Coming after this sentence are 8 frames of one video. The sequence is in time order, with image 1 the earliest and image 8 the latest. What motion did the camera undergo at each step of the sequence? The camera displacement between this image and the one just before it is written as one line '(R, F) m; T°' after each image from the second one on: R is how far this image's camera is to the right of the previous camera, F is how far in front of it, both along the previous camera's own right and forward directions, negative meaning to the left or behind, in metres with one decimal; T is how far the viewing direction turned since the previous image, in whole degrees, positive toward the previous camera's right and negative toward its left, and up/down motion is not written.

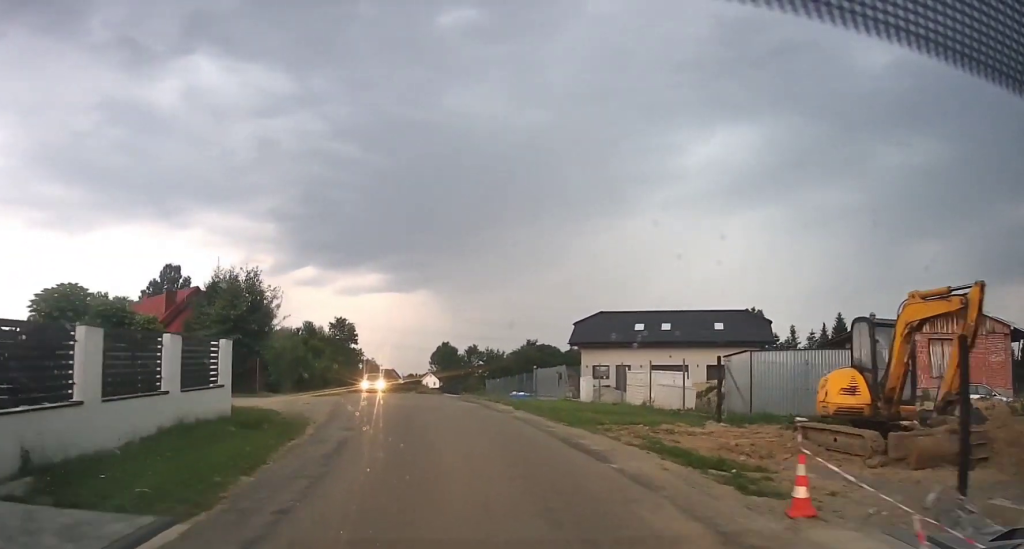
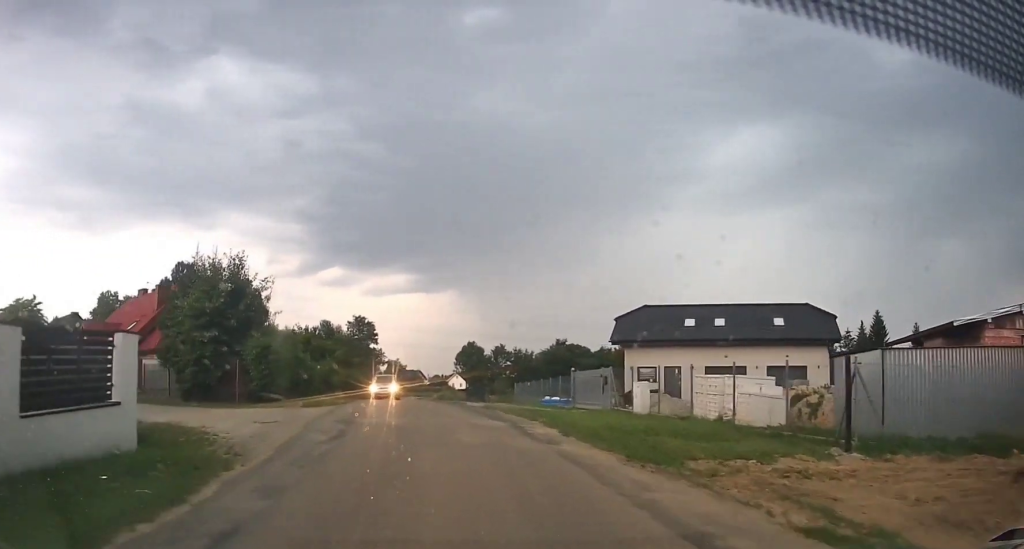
(-0.2, +5.4) m; -3°
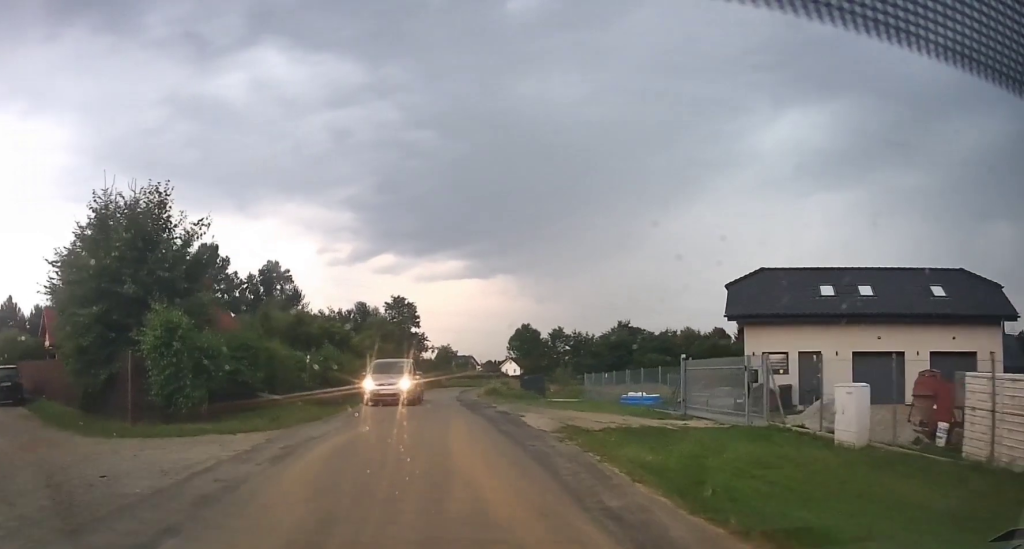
(-0.6, +11.0) m; -7°
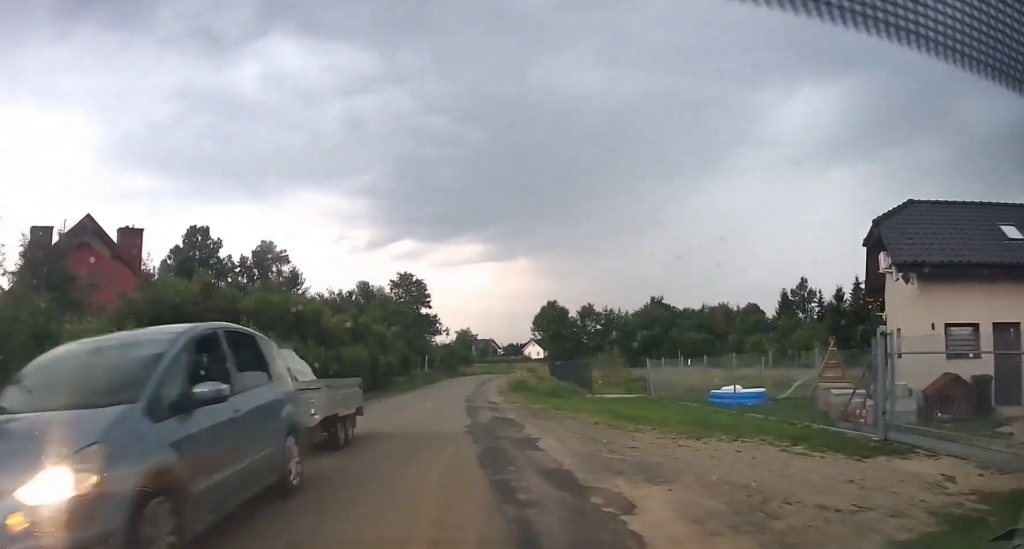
(-0.6, +10.8) m; -4°
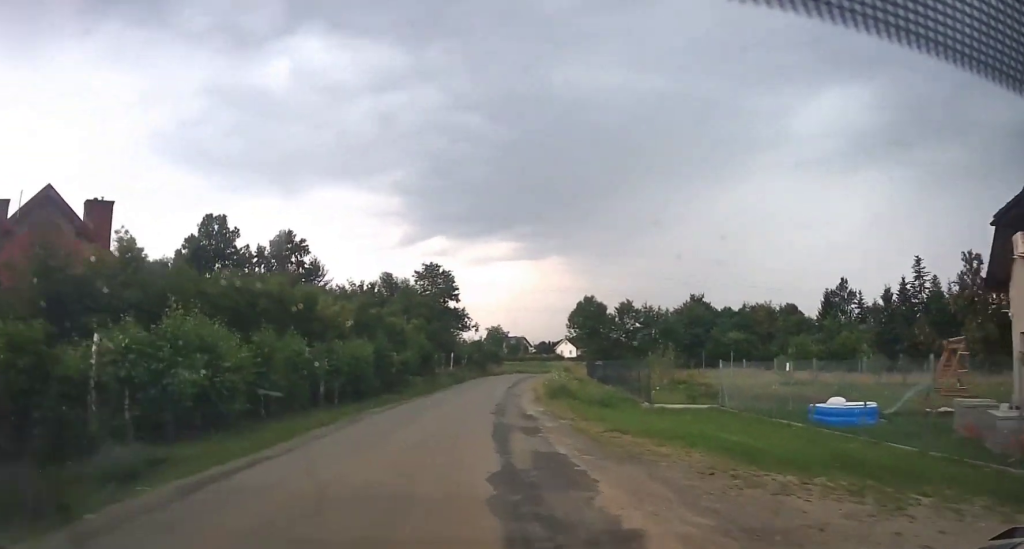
(-0.1, +5.4) m; -1°
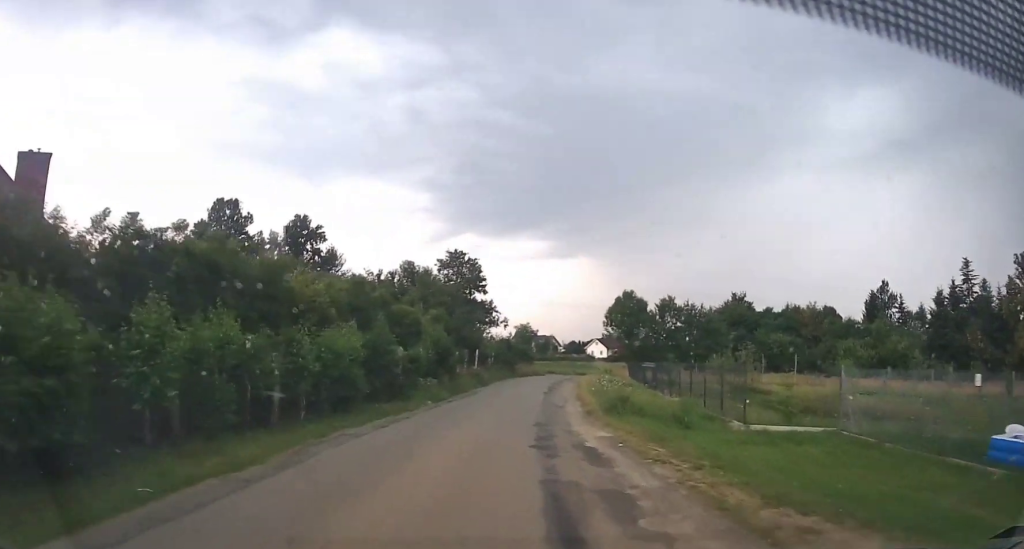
(0.0, +6.8) m; 0°
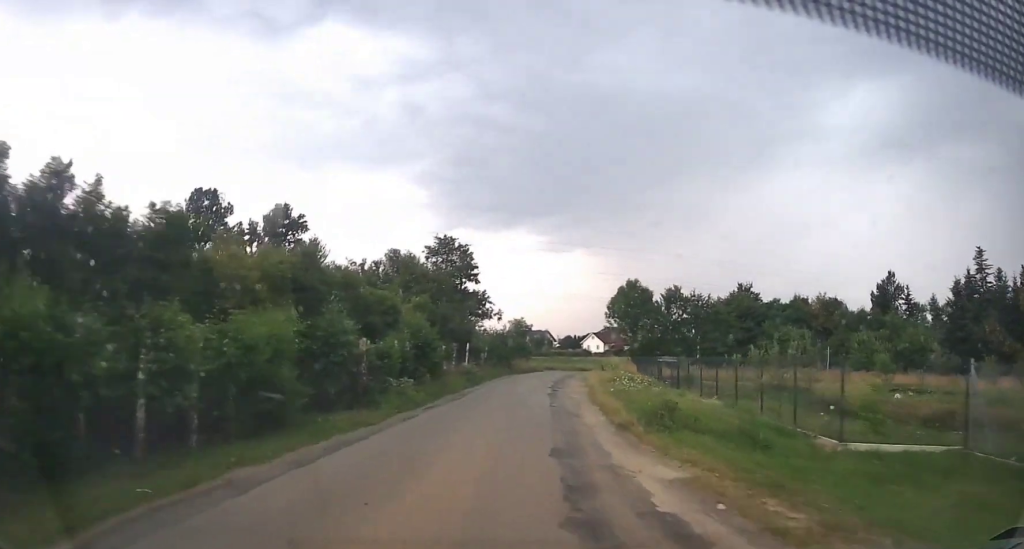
(-0.1, +5.6) m; 0°
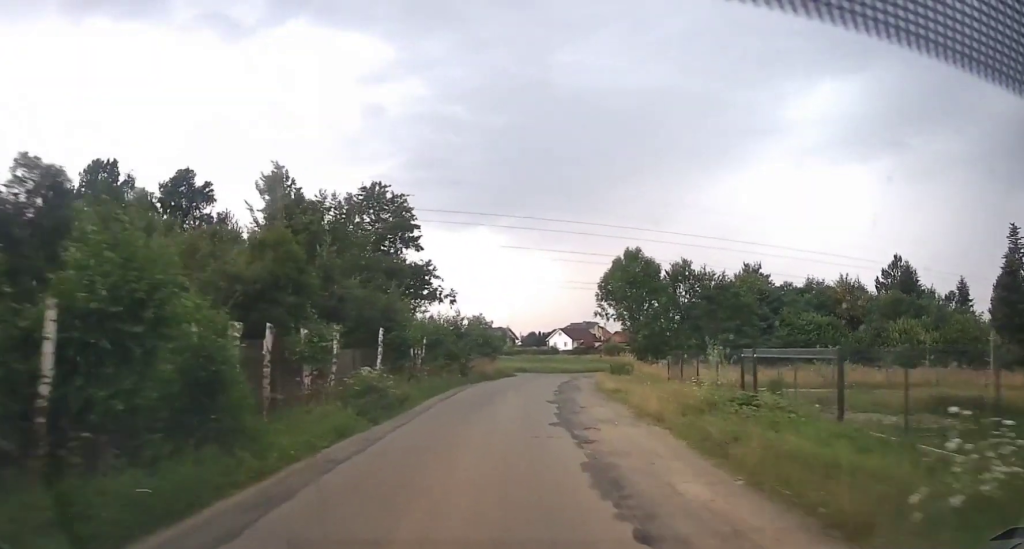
(+0.2, +17.3) m; +2°
